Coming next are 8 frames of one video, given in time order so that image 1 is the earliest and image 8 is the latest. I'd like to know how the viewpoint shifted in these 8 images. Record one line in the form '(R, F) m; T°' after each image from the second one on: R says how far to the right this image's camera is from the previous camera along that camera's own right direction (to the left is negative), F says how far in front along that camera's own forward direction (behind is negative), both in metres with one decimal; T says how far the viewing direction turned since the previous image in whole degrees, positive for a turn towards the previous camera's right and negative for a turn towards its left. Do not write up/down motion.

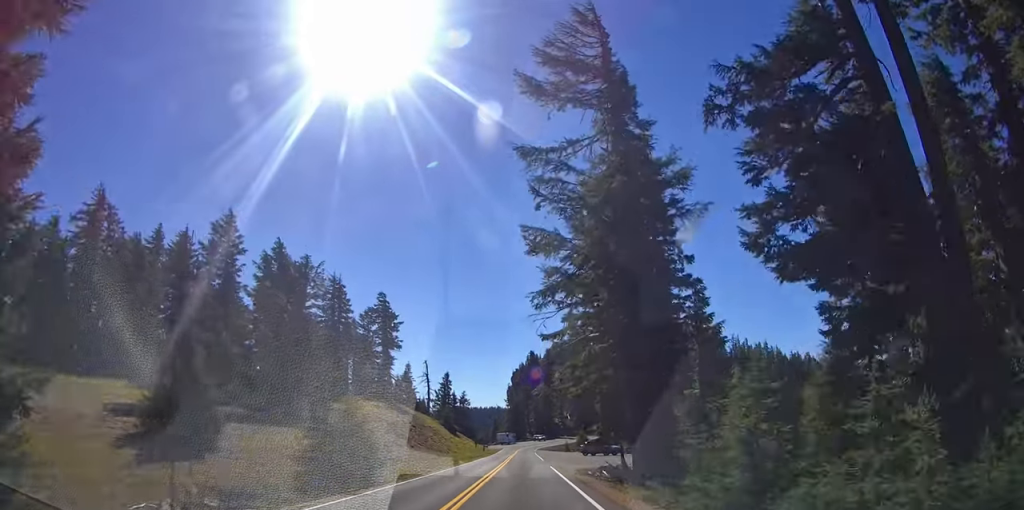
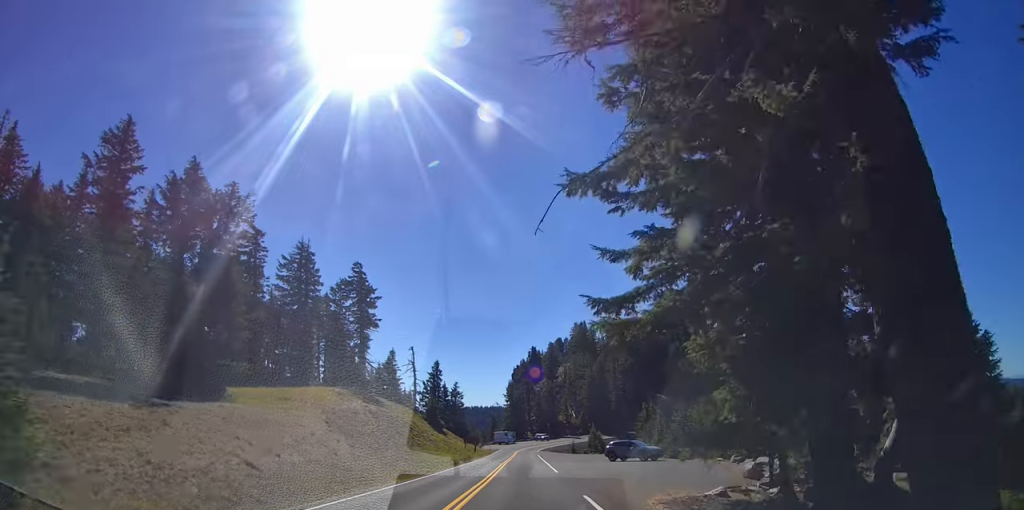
(+0.3, +19.5) m; +1°
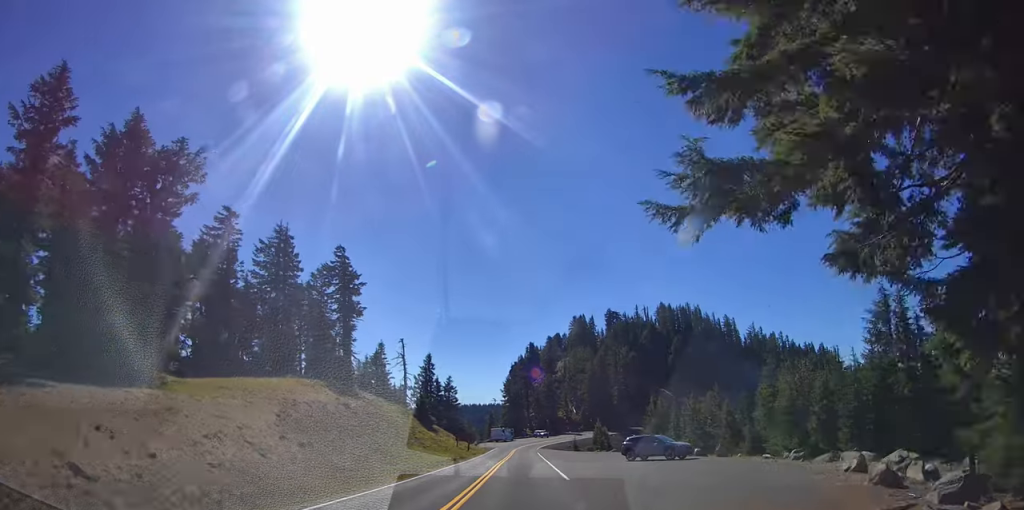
(0.0, +8.1) m; 0°
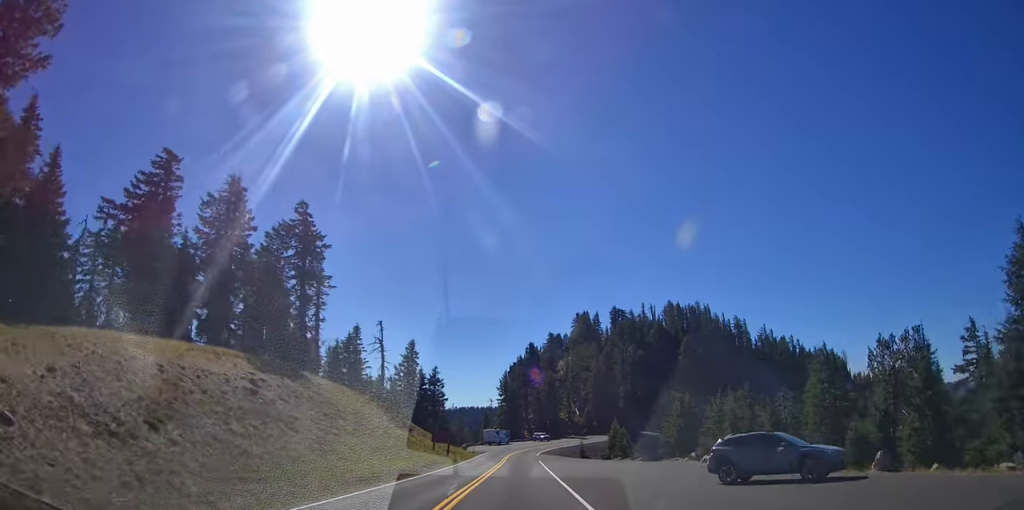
(-0.2, +17.9) m; -2°
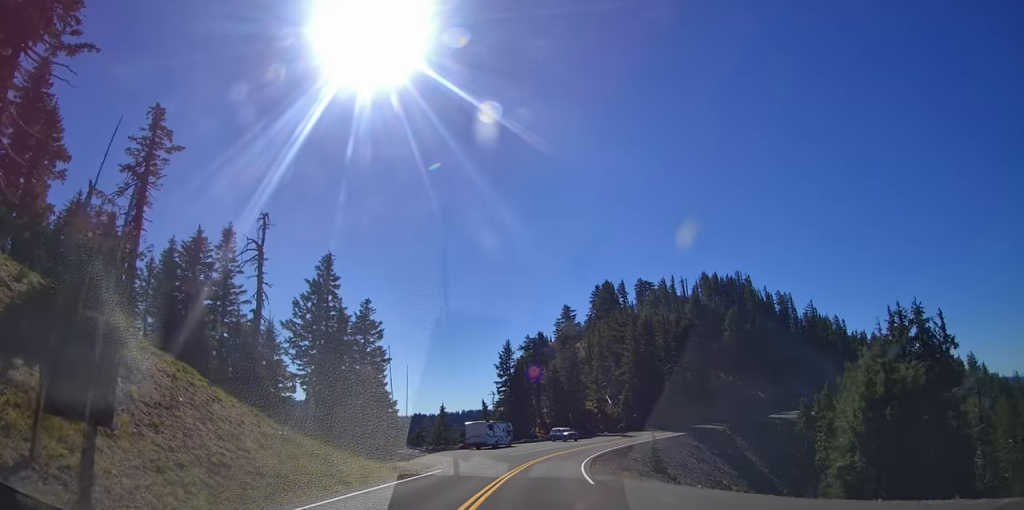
(+0.7, +51.1) m; +3°
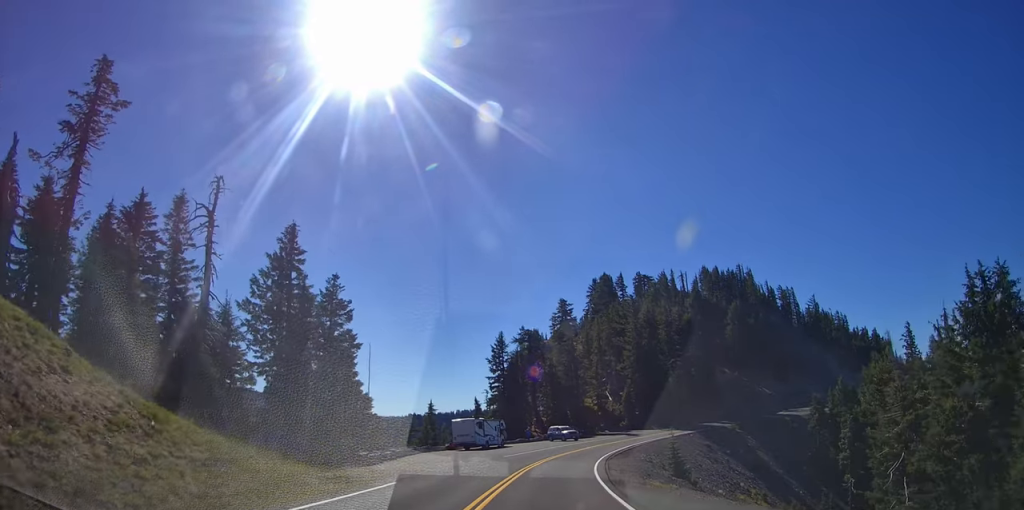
(-0.3, +8.3) m; +1°
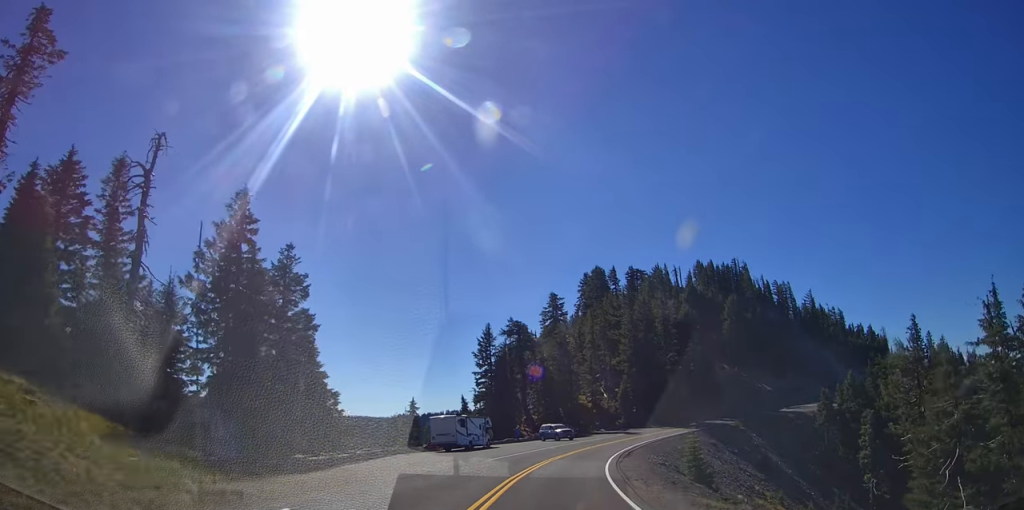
(0.0, +7.6) m; +2°
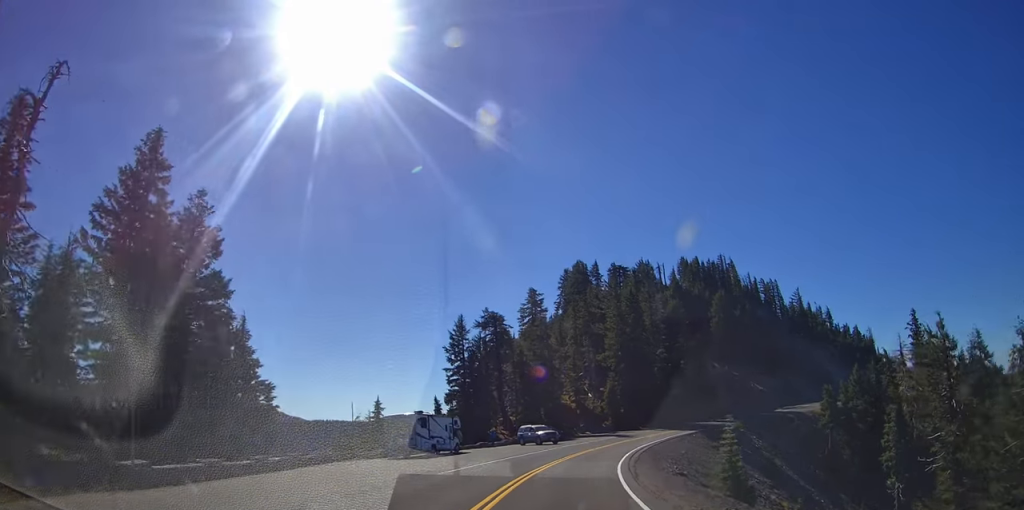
(+0.3, +9.5) m; +4°
